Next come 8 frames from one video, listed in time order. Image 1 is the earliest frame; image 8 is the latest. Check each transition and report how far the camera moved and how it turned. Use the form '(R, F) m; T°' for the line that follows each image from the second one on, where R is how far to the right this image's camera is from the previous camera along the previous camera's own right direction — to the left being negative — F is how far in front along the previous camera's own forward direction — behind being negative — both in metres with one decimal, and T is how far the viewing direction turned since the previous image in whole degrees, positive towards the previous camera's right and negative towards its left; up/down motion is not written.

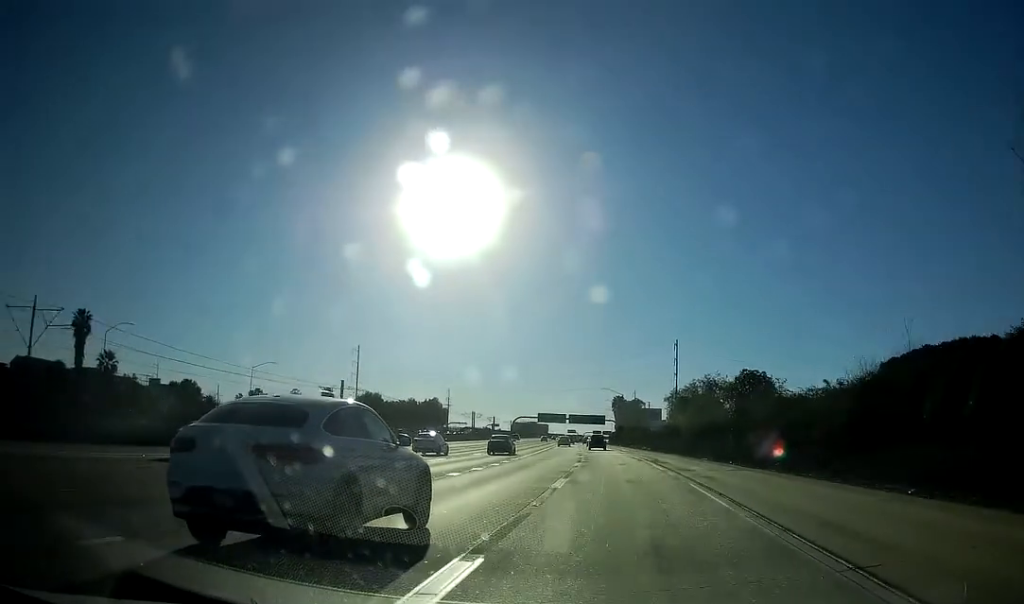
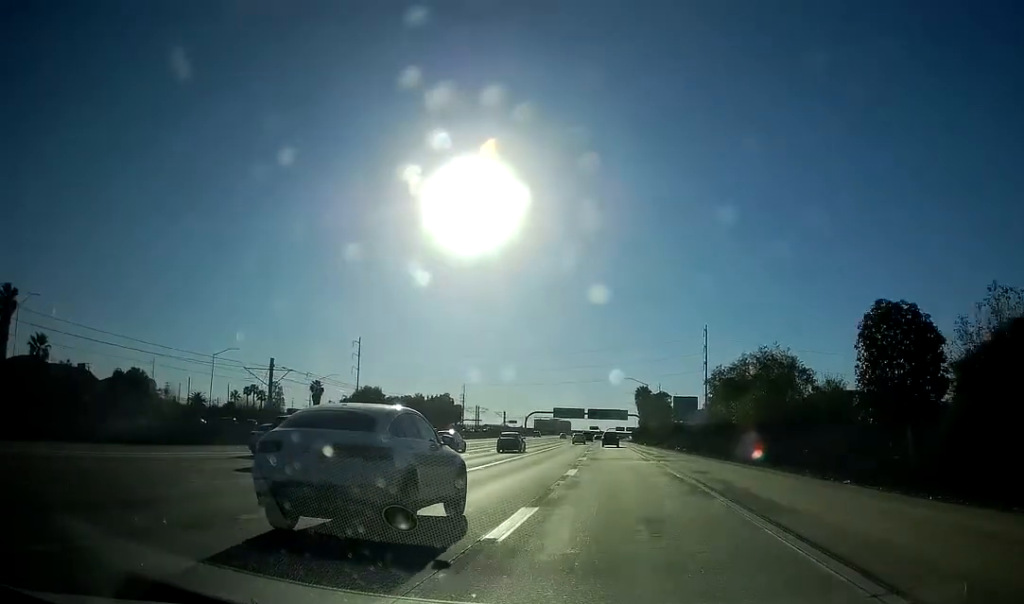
(-0.7, +24.1) m; -2°
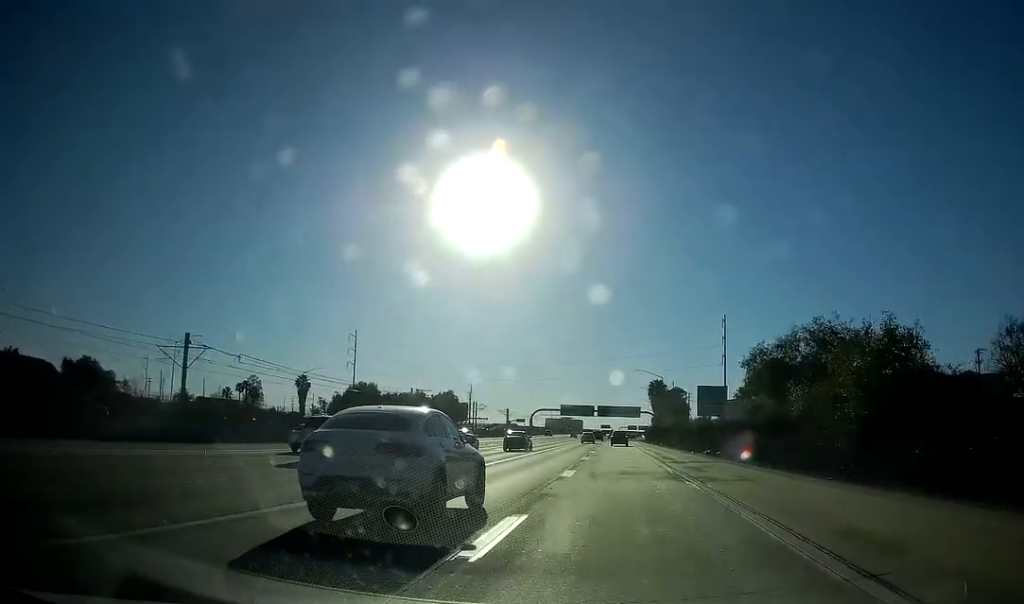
(-0.1, +16.6) m; -1°
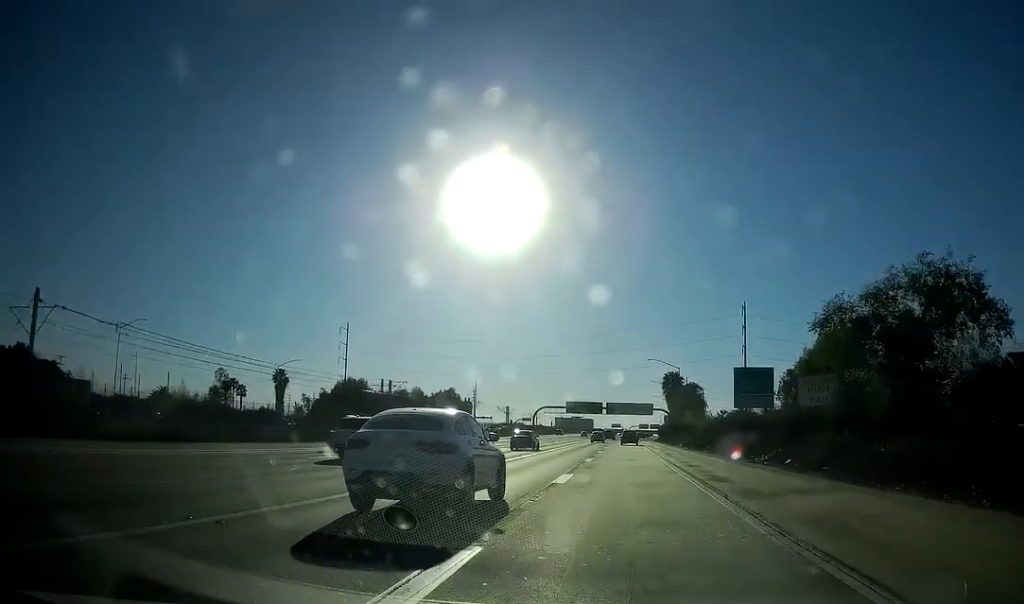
(+0.1, +17.3) m; -1°
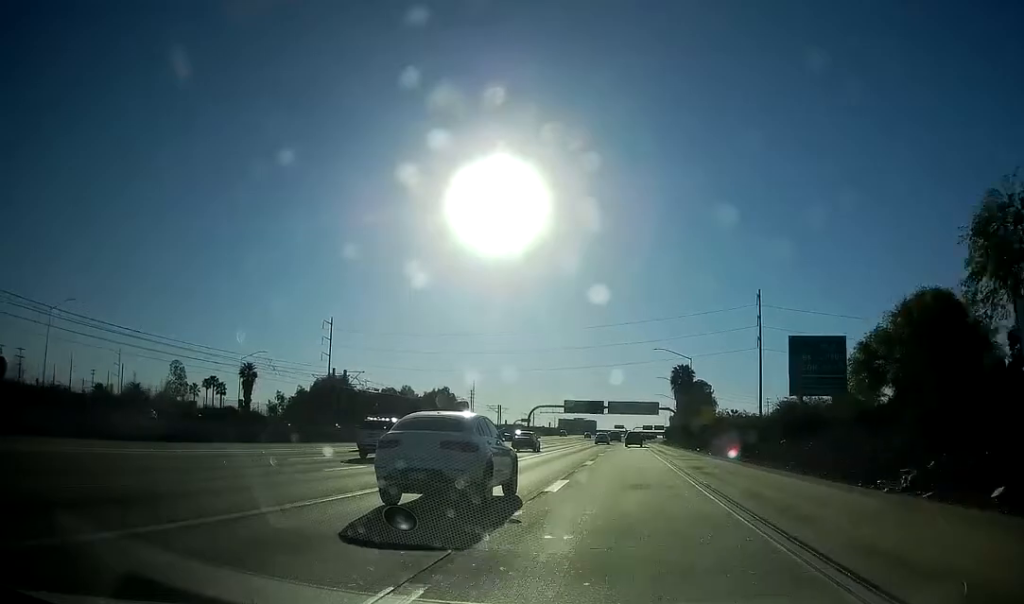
(-0.4, +17.2) m; -1°
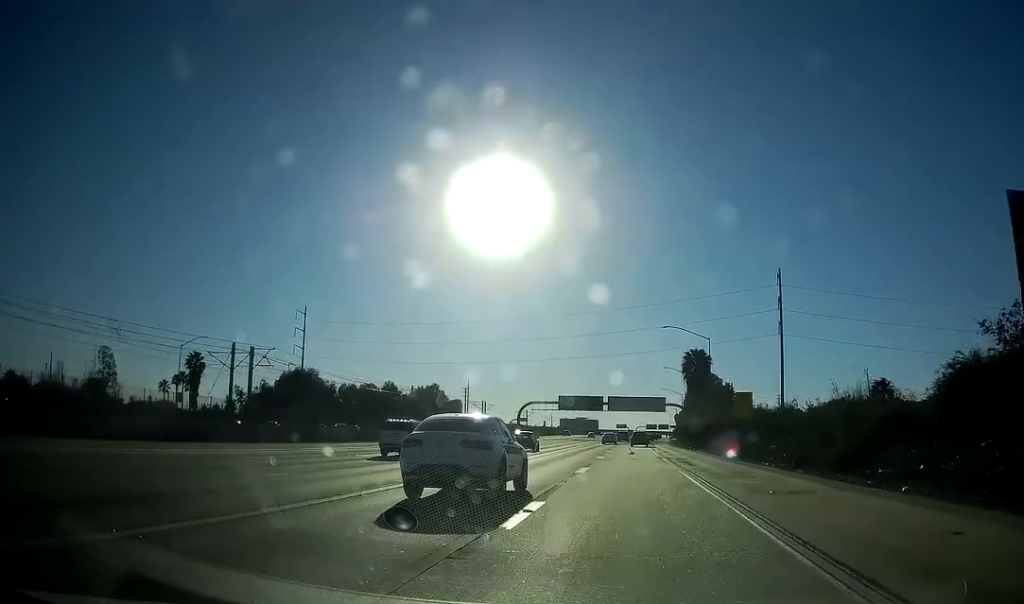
(-0.2, +20.9) m; -1°
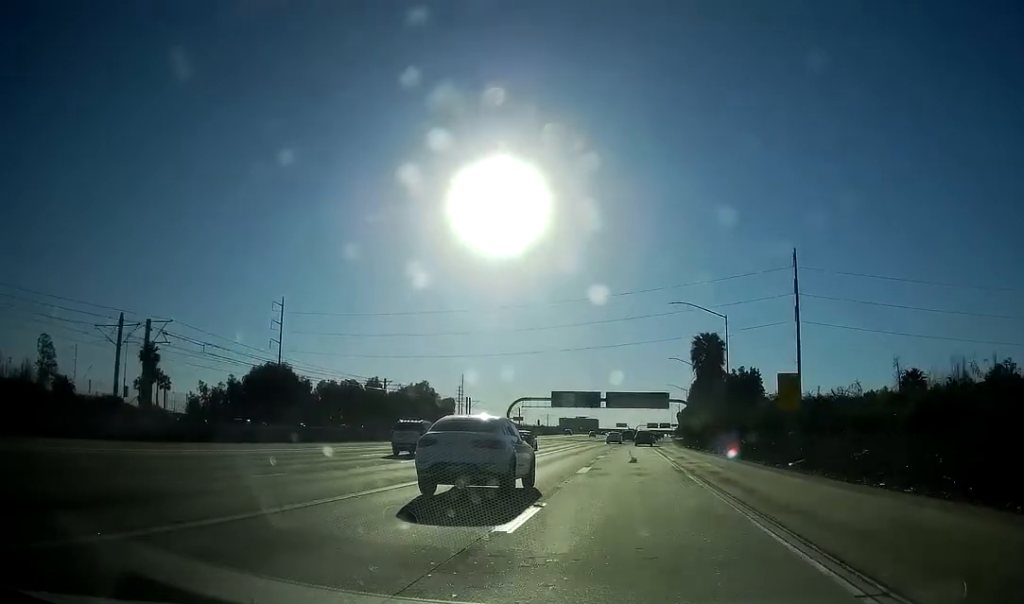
(-0.1, +15.4) m; 0°
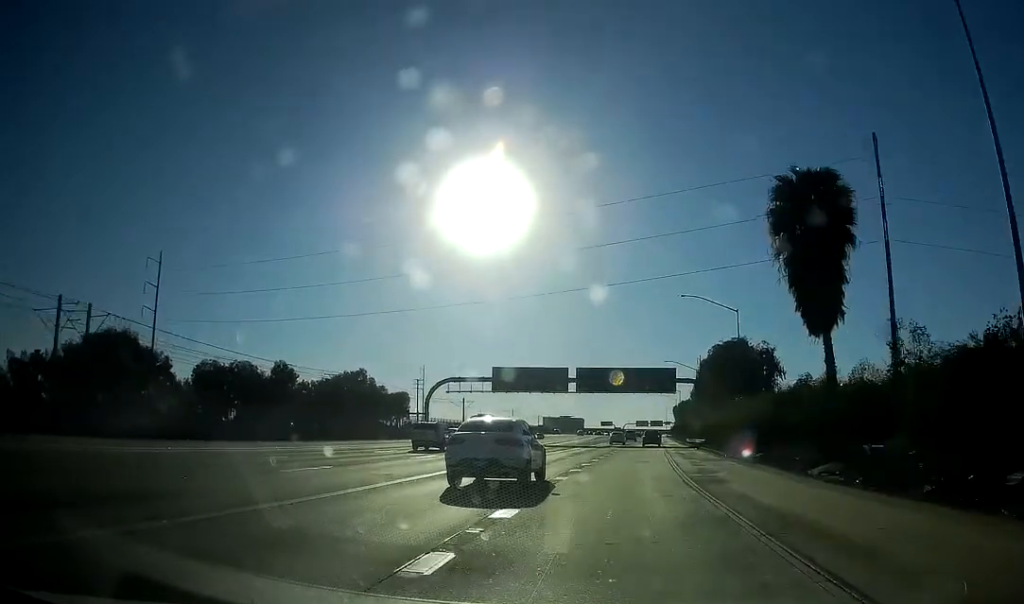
(+0.9, +55.1) m; +1°
